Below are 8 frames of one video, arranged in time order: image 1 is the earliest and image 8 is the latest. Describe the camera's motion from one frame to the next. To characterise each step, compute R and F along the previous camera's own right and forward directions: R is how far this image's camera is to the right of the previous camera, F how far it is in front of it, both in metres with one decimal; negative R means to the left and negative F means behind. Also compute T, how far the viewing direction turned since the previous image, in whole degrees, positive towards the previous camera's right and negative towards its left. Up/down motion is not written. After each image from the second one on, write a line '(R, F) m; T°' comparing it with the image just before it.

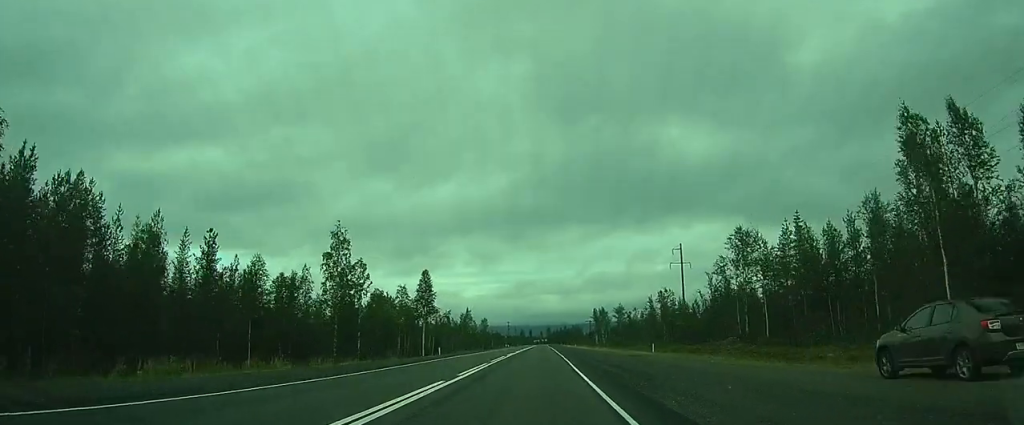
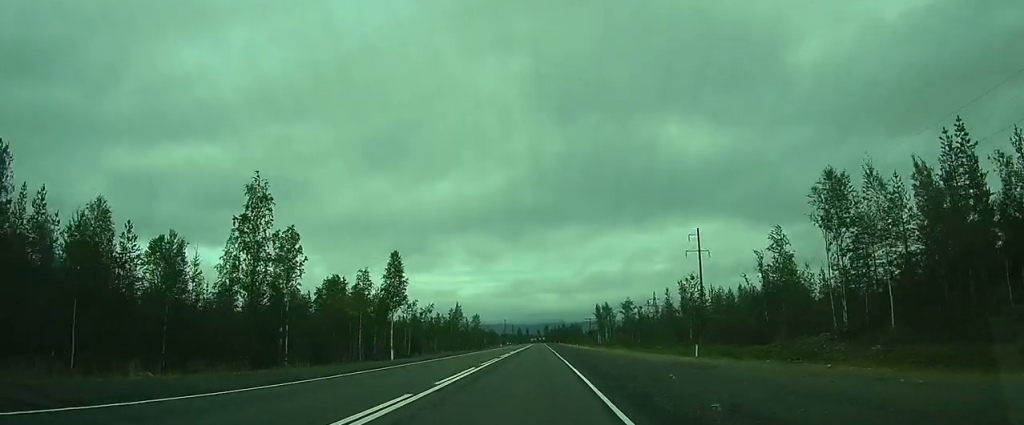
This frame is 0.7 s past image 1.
(0.0, +16.1) m; 0°
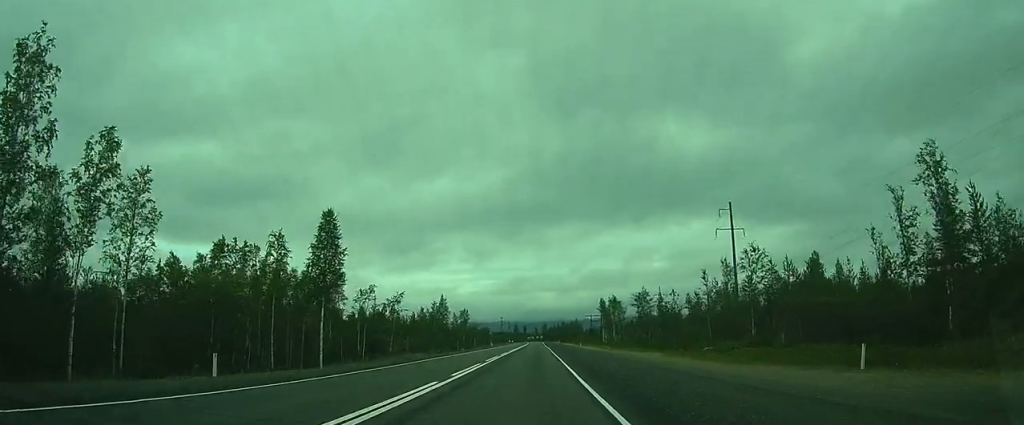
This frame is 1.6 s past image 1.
(+0.1, +20.9) m; +1°
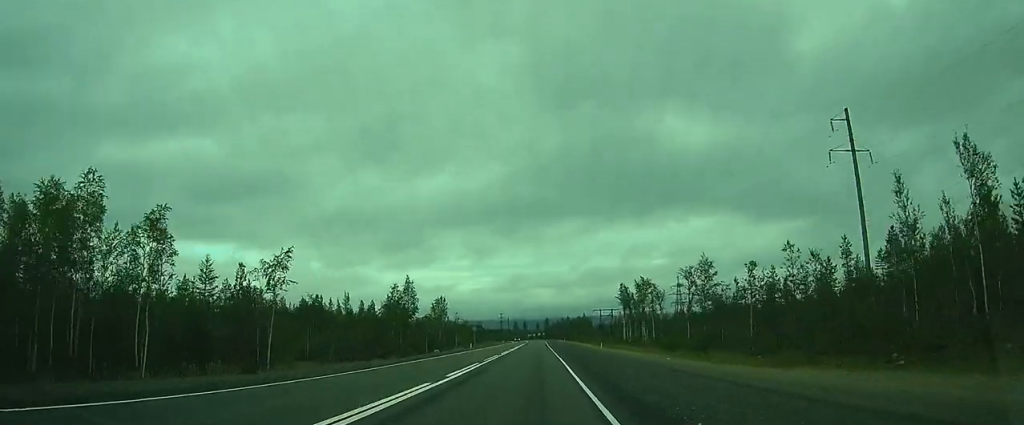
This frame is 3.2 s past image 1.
(+0.4, +37.3) m; +1°
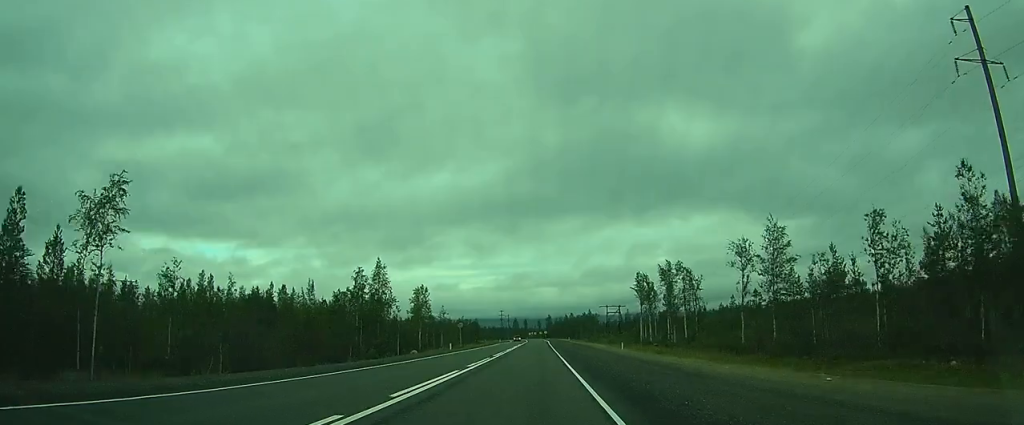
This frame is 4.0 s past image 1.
(0.0, +19.4) m; 0°
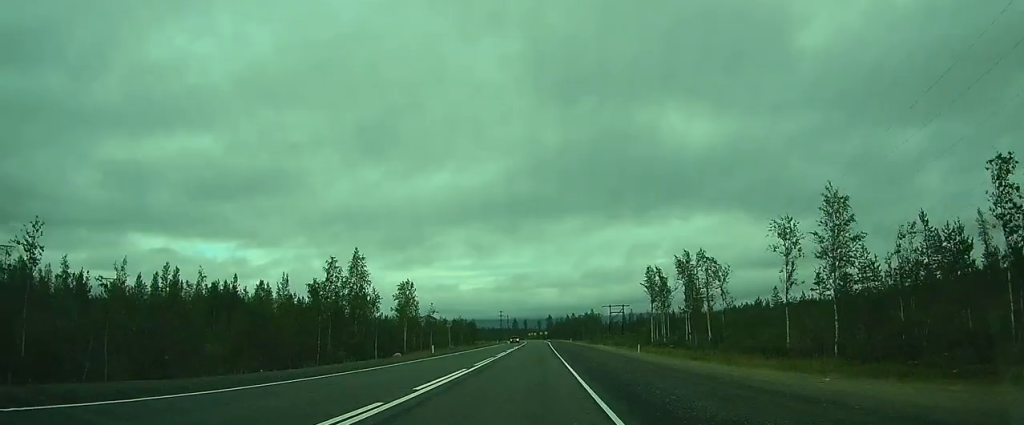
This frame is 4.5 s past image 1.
(0.0, +10.1) m; 0°
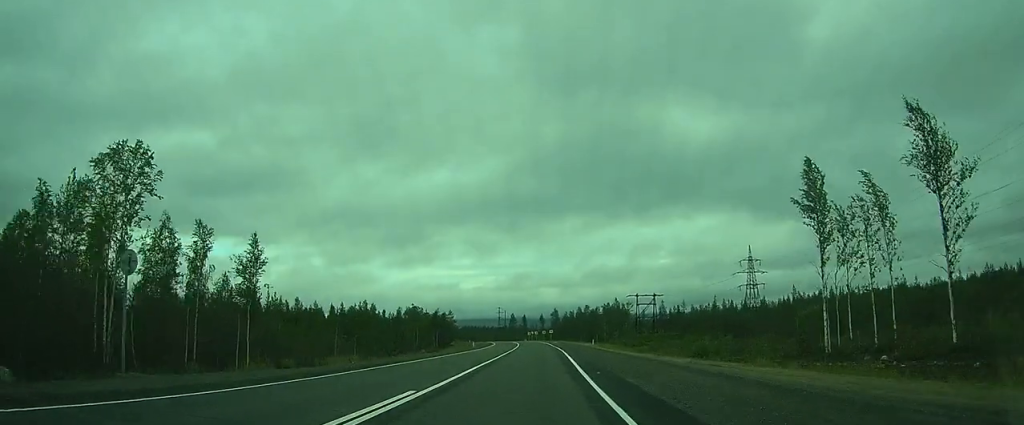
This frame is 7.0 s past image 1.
(-0.3, +59.2) m; -1°
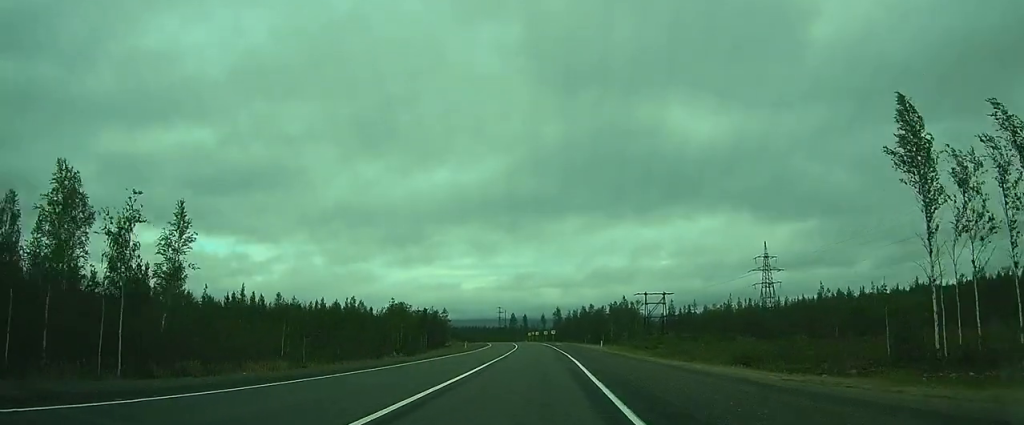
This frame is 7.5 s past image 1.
(-0.1, +11.8) m; 0°
